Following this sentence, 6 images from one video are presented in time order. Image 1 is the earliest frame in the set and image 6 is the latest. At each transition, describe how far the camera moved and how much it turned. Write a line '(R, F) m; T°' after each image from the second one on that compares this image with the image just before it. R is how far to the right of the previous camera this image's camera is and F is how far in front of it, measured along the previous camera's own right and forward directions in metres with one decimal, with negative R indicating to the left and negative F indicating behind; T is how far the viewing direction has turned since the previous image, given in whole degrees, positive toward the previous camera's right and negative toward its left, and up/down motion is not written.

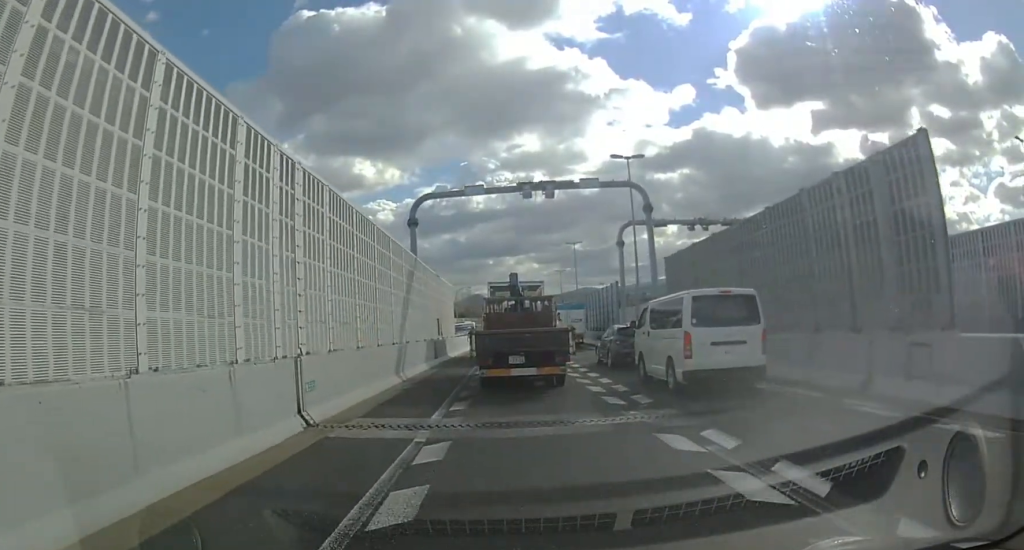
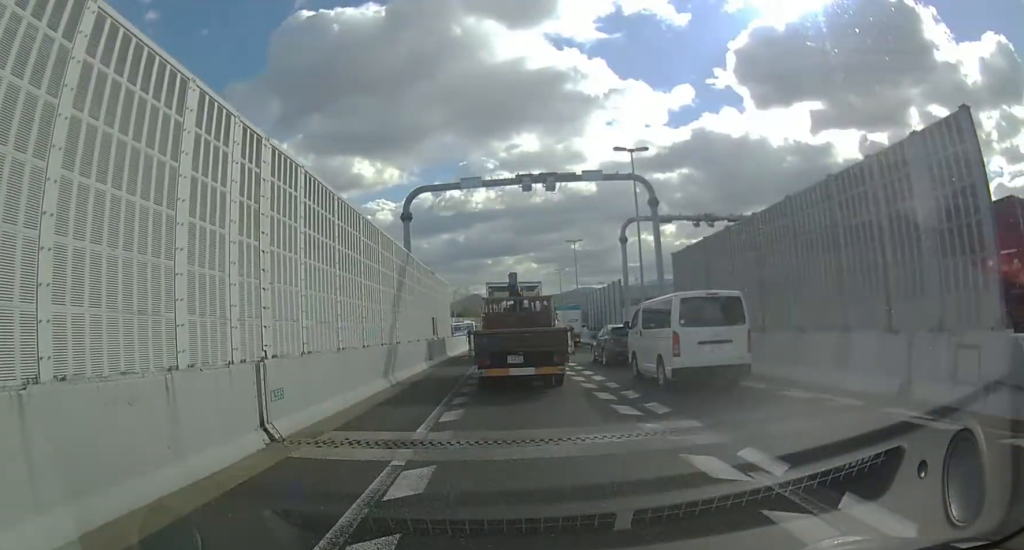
(0.0, +1.2) m; 0°
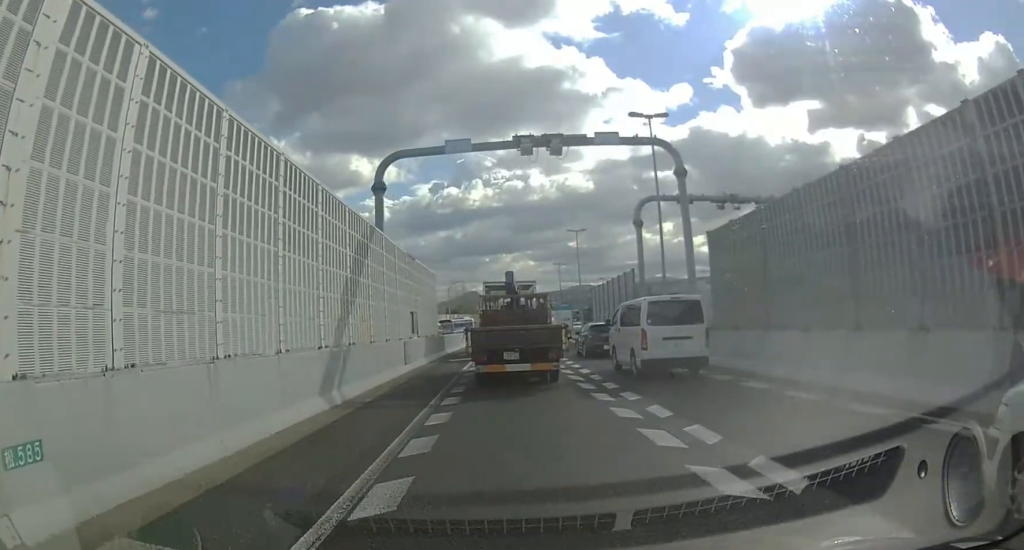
(0.0, +4.5) m; +1°
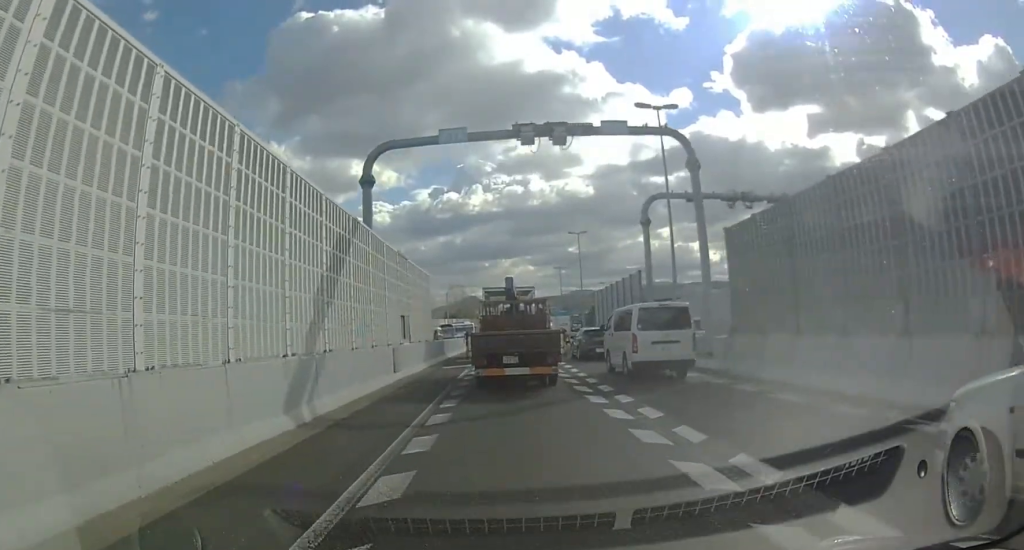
(0.0, +1.5) m; +1°
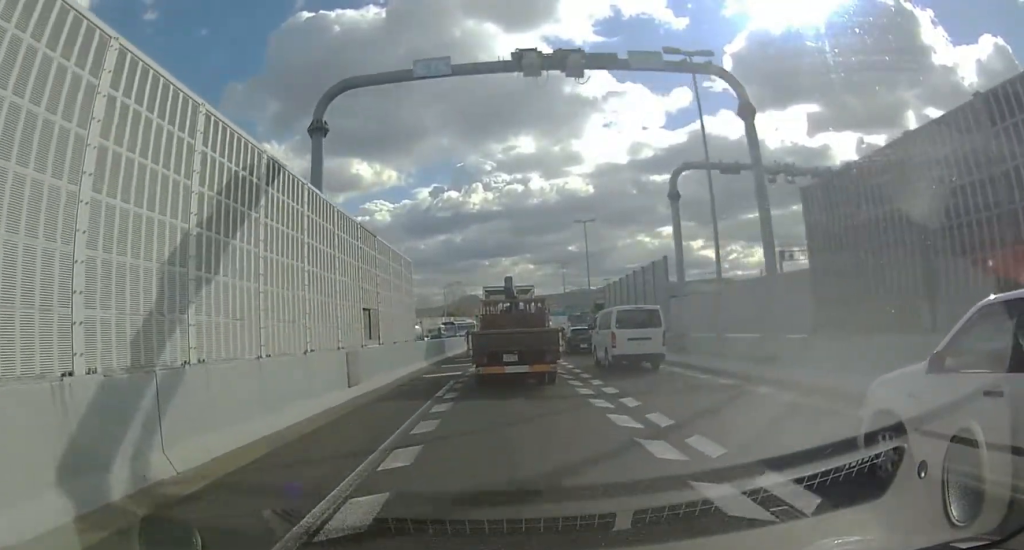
(+0.1, +4.2) m; +1°
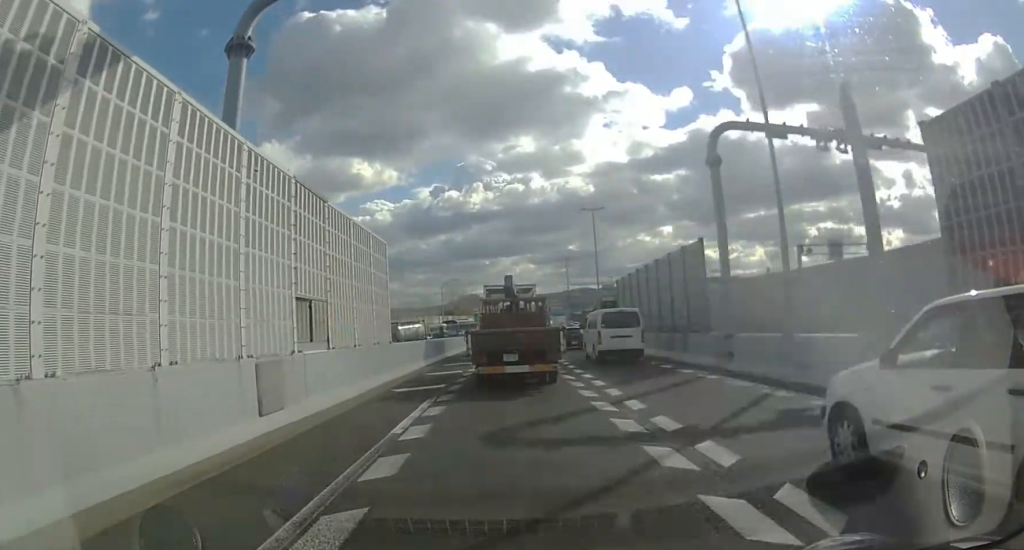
(0.0, +3.8) m; 0°
